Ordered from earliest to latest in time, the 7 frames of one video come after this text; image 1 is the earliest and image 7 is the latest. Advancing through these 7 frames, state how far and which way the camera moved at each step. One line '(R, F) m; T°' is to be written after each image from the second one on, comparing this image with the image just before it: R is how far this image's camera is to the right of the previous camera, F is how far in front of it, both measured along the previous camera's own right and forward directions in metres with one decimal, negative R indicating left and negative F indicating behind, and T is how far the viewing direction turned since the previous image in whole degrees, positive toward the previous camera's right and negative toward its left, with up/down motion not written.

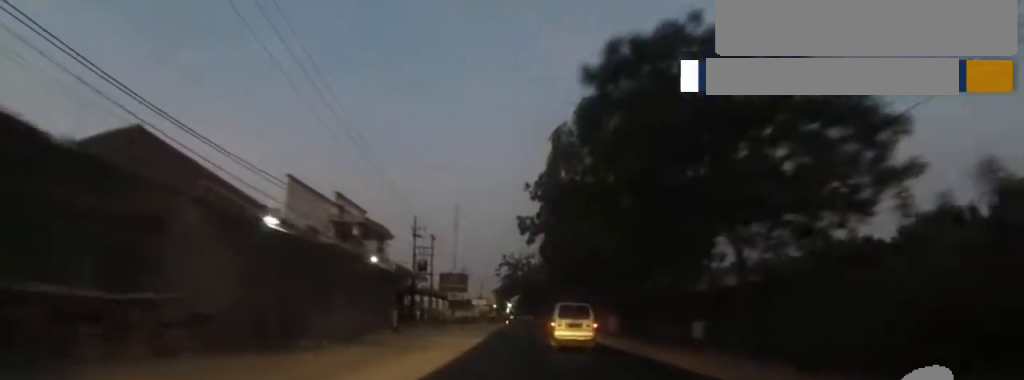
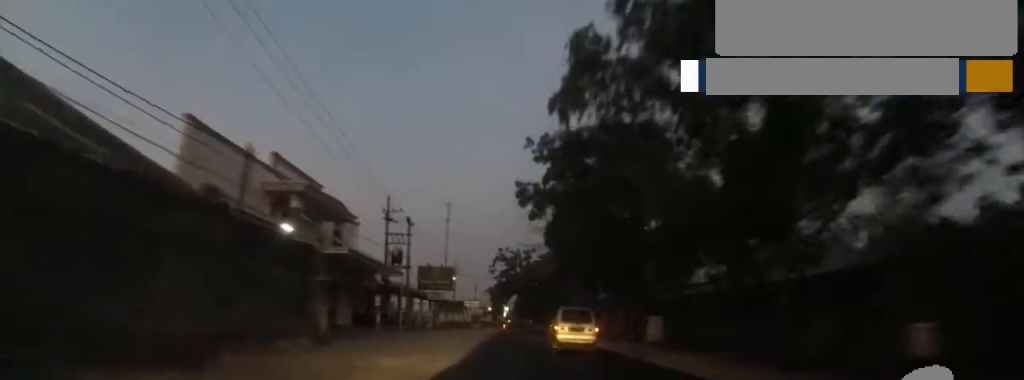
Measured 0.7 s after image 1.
(+0.3, +10.4) m; +1°
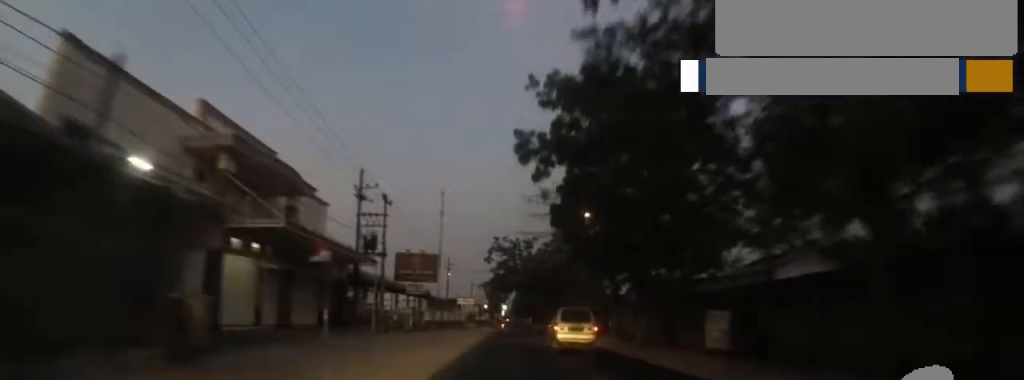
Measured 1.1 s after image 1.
(0.0, +7.3) m; 0°
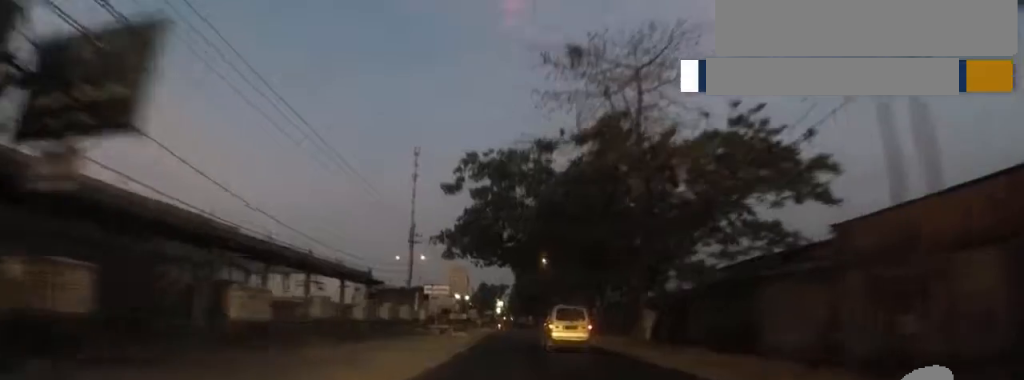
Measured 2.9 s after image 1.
(0.0, +27.1) m; 0°
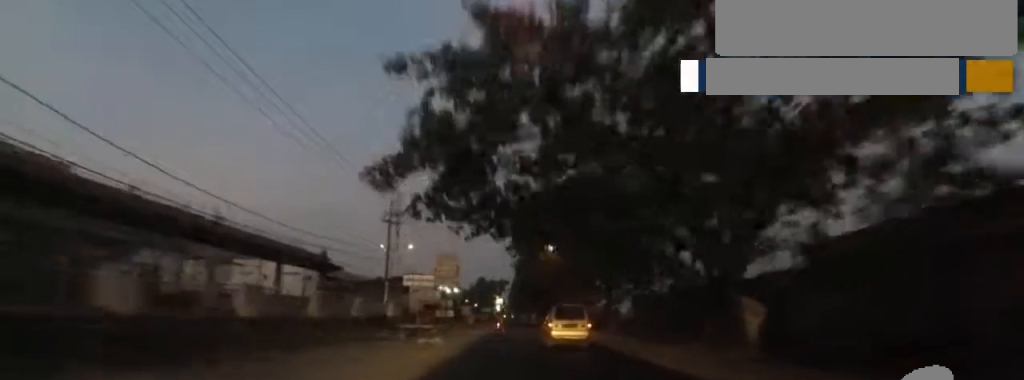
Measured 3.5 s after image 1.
(0.0, +9.8) m; 0°
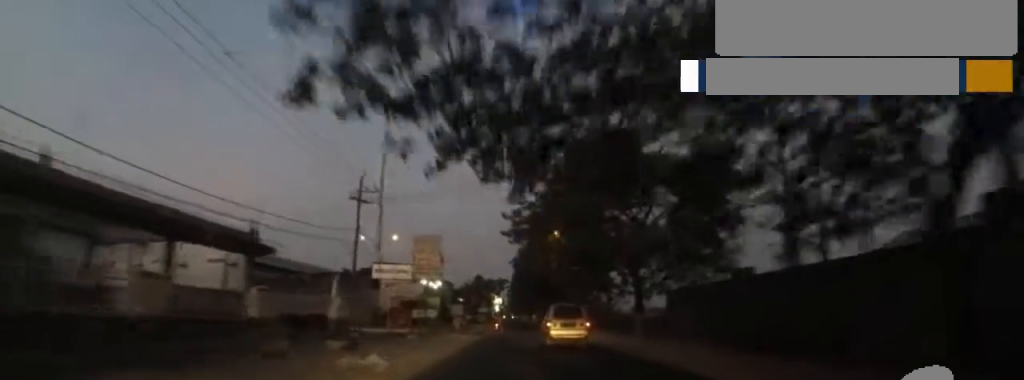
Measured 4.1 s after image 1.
(0.0, +8.8) m; 0°
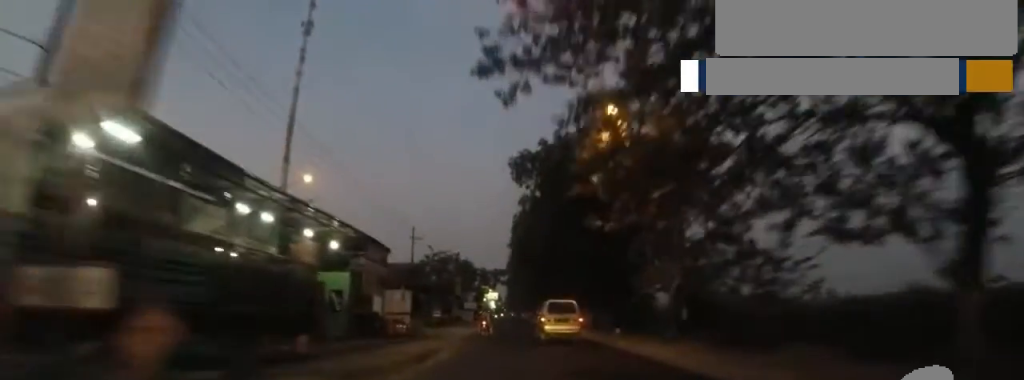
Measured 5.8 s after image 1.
(+0.3, +25.8) m; +1°
